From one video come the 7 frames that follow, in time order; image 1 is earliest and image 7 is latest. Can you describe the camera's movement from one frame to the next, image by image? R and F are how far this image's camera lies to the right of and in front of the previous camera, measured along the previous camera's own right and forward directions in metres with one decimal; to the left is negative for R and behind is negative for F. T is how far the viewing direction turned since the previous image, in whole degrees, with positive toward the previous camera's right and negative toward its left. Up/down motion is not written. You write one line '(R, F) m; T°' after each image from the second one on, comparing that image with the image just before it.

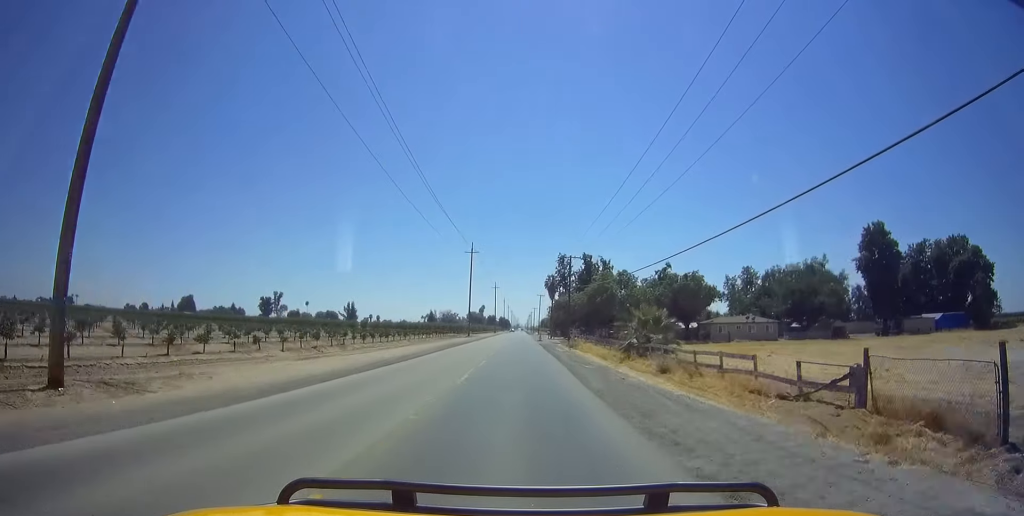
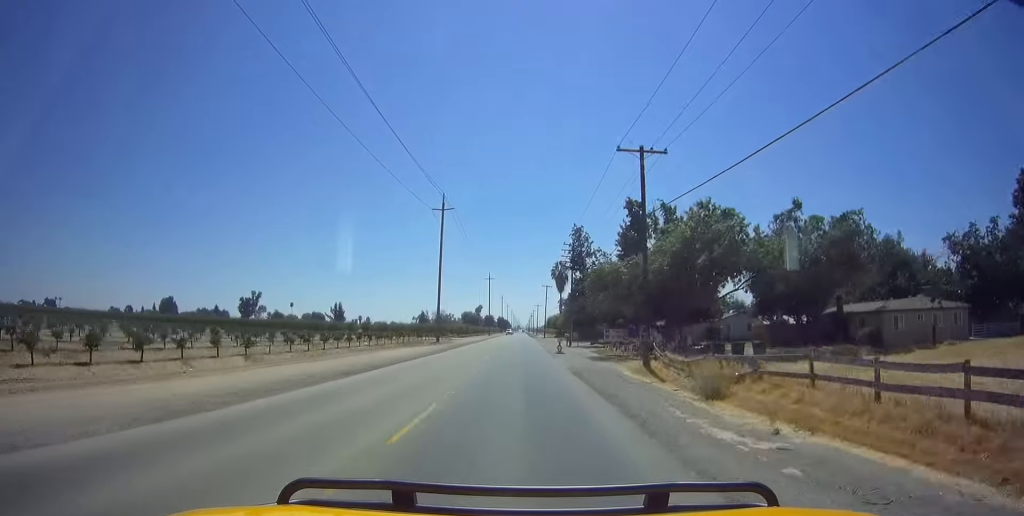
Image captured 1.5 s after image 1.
(0.0, +38.1) m; 0°
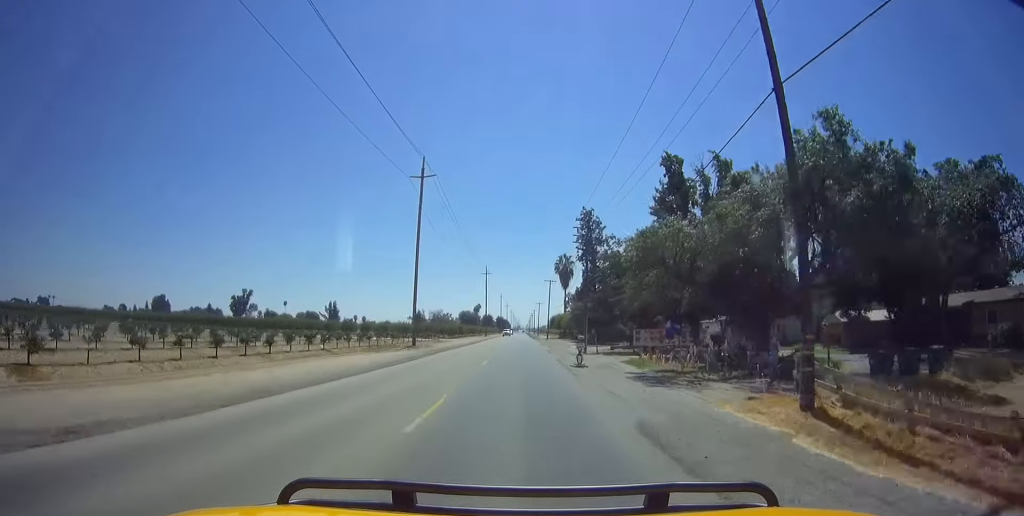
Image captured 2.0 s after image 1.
(0.0, +14.2) m; 0°
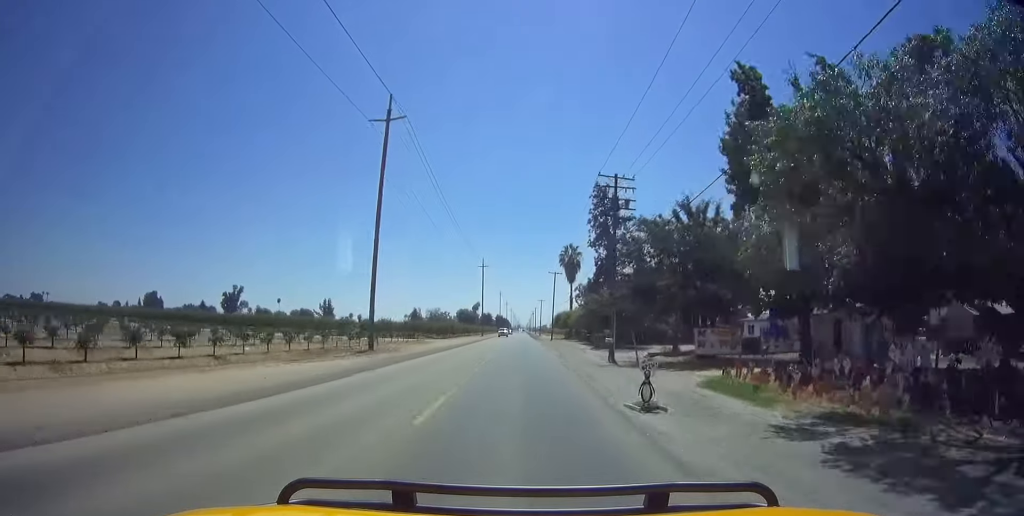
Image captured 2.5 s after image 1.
(0.0, +14.3) m; 0°
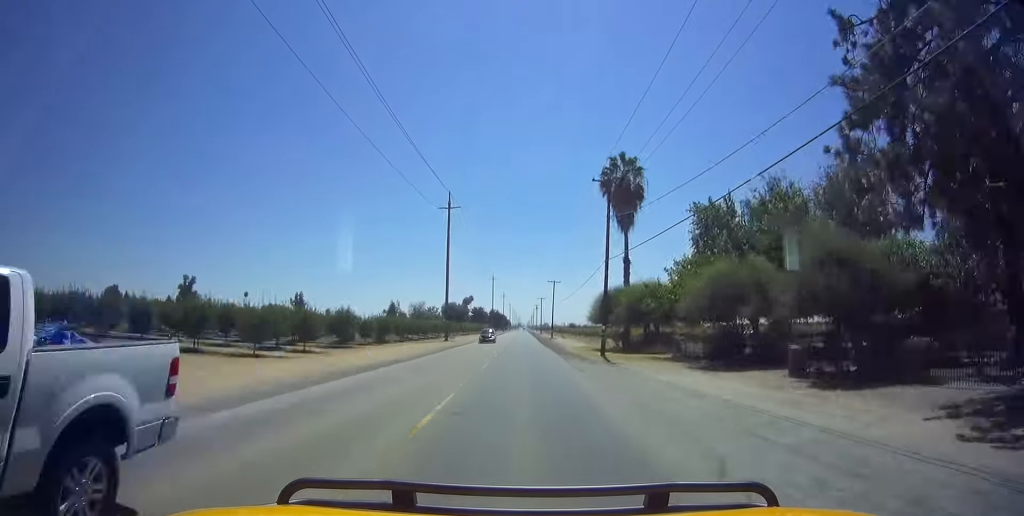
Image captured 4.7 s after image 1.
(-0.1, +60.2) m; -2°
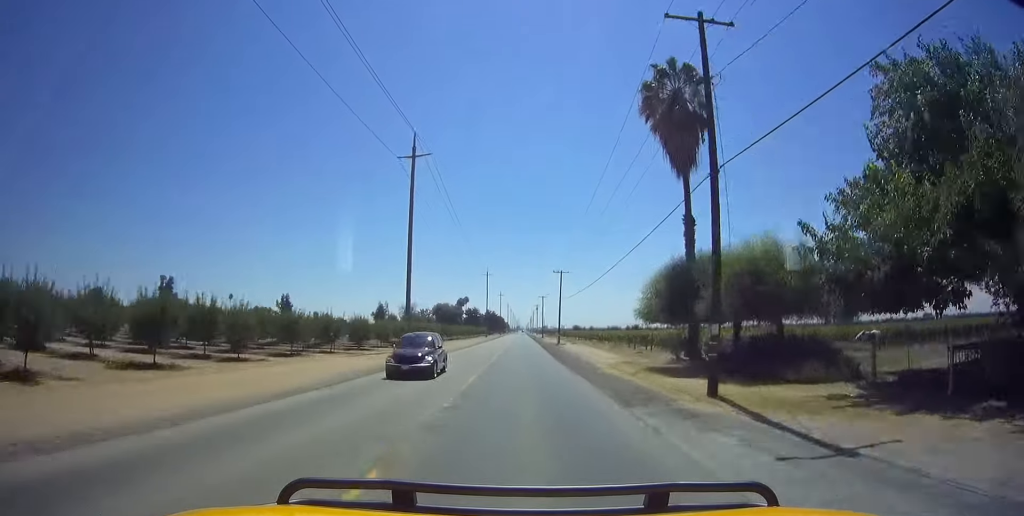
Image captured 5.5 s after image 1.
(-0.5, +21.3) m; 0°
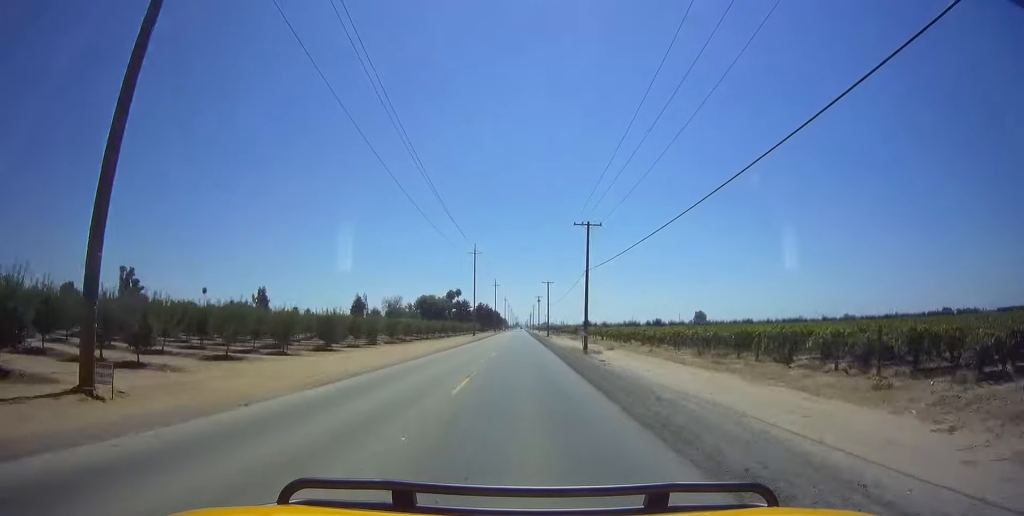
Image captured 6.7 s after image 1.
(+0.6, +33.9) m; +2°
